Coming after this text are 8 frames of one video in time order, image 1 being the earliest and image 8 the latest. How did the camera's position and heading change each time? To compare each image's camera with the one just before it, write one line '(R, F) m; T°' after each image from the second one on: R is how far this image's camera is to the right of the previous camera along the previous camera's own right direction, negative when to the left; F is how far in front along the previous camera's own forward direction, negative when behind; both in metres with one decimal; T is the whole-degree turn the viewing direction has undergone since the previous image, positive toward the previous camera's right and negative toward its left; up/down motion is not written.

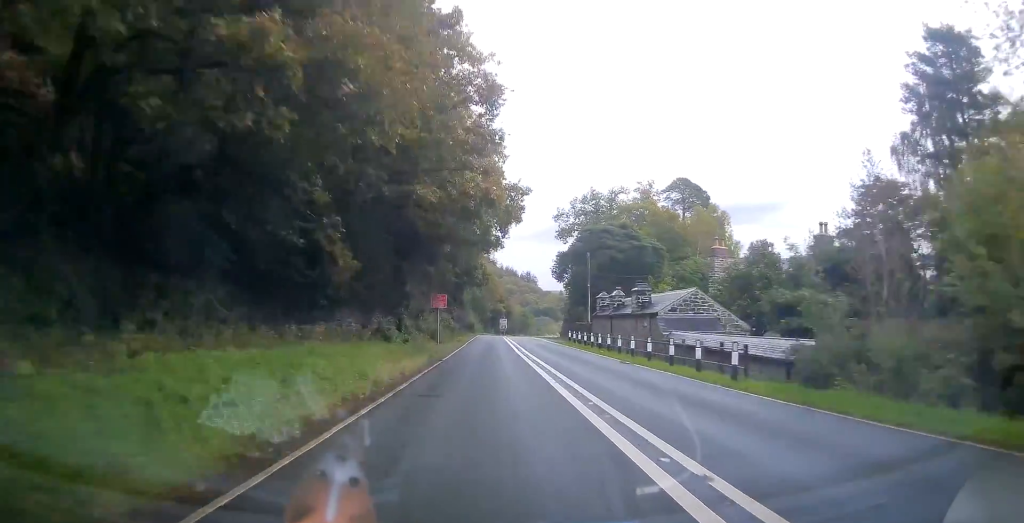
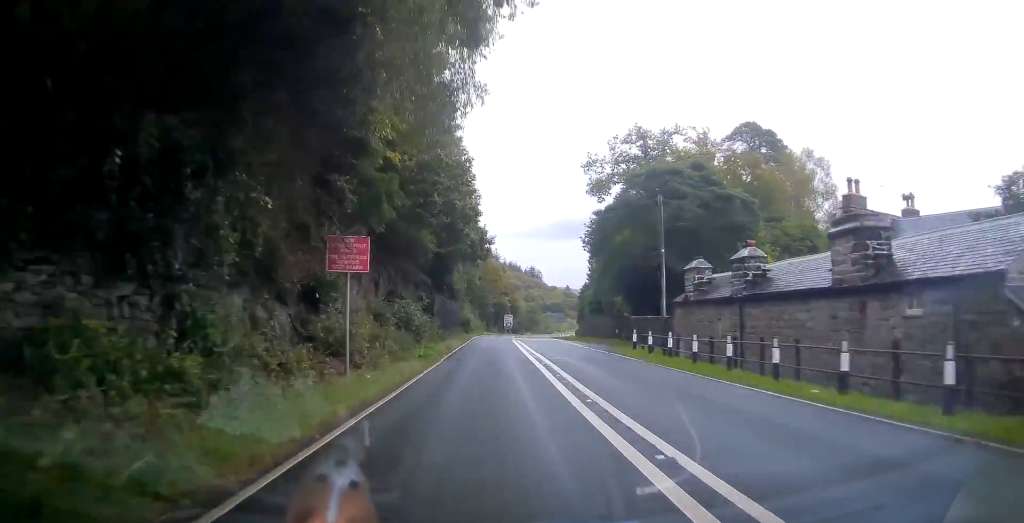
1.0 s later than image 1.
(0.0, +21.4) m; 0°
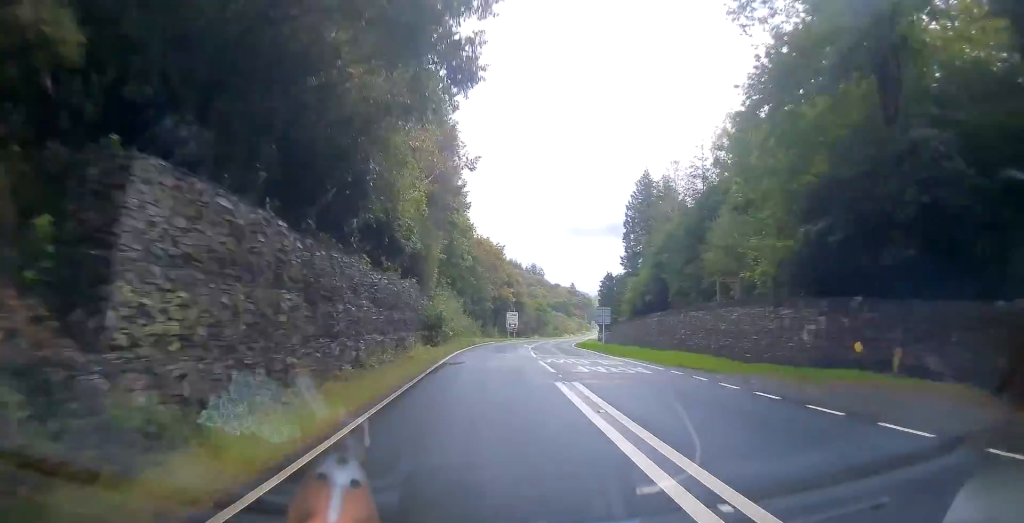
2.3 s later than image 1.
(-0.1, +29.4) m; 0°
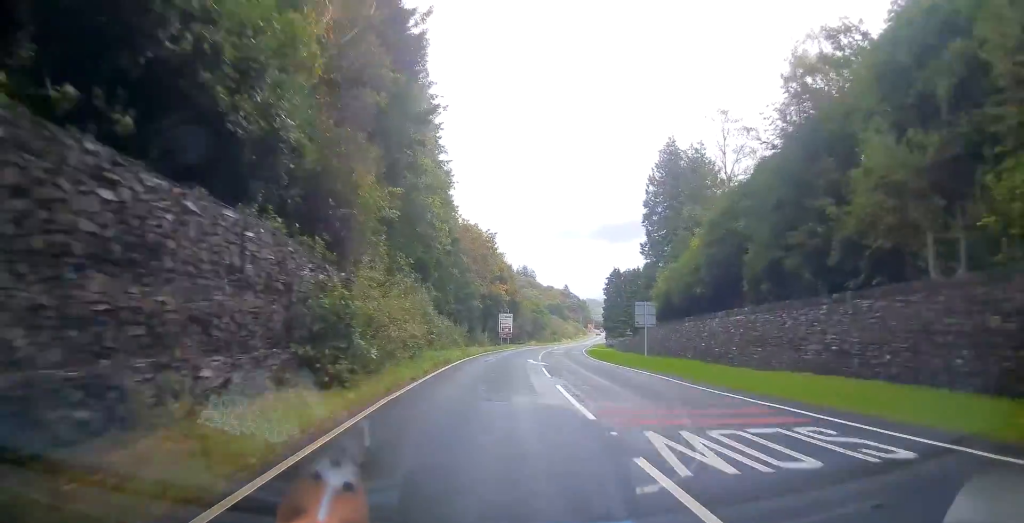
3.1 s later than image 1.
(-0.1, +16.0) m; +1°
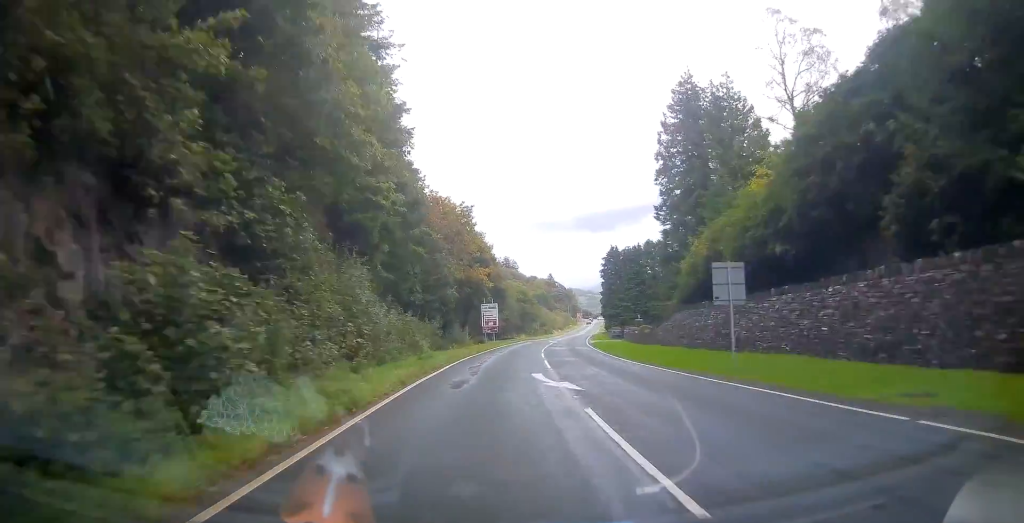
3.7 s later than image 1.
(+0.2, +14.1) m; +1°
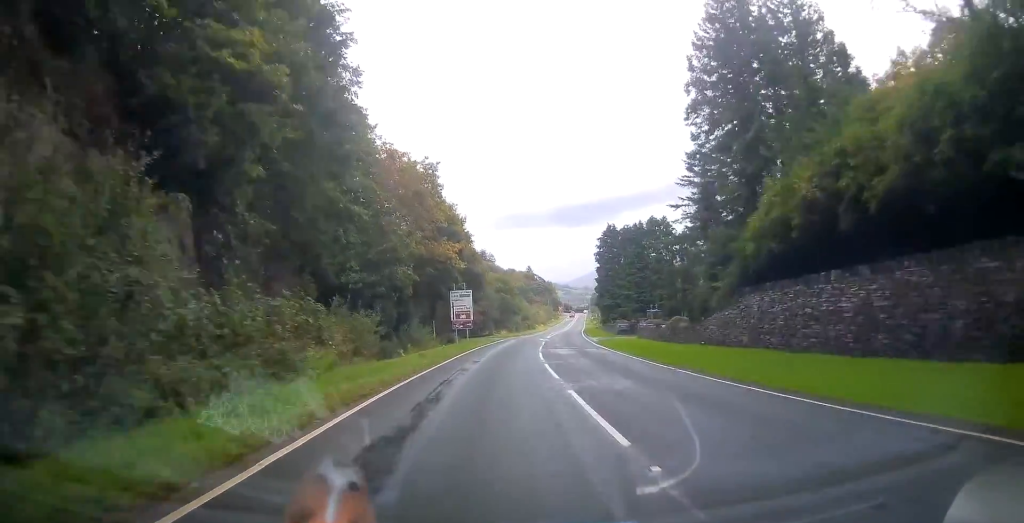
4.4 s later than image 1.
(+0.2, +14.9) m; +2°
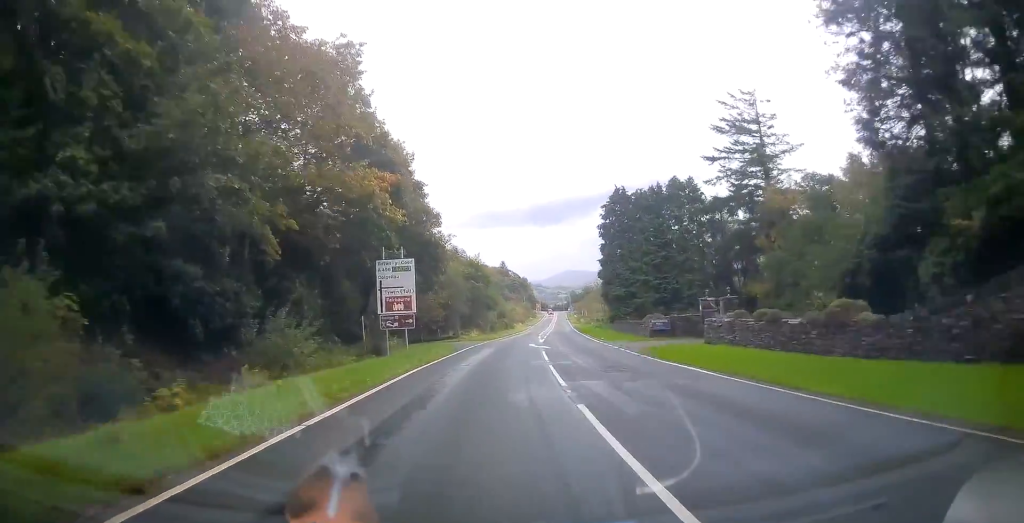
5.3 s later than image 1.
(+0.3, +20.4) m; +2°
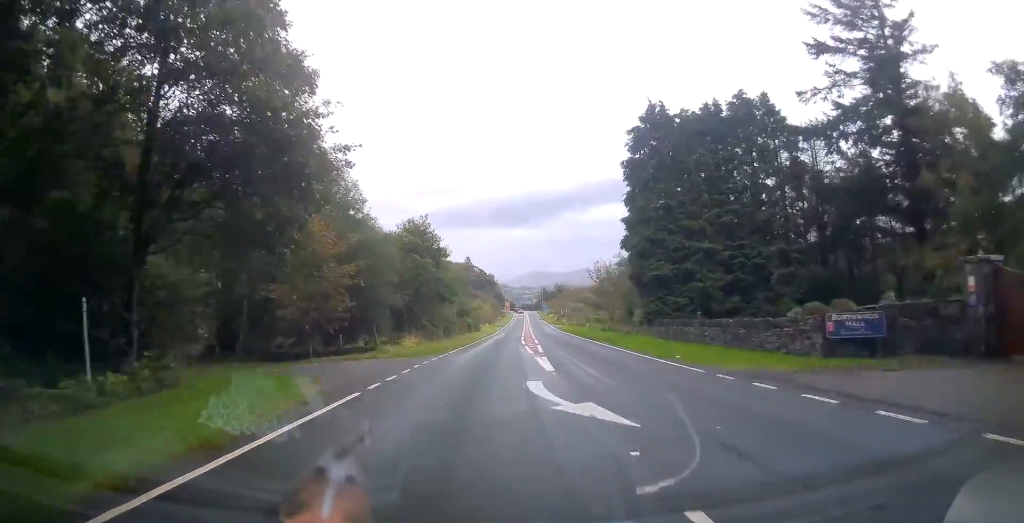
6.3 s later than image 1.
(+0.5, +23.2) m; +2°
